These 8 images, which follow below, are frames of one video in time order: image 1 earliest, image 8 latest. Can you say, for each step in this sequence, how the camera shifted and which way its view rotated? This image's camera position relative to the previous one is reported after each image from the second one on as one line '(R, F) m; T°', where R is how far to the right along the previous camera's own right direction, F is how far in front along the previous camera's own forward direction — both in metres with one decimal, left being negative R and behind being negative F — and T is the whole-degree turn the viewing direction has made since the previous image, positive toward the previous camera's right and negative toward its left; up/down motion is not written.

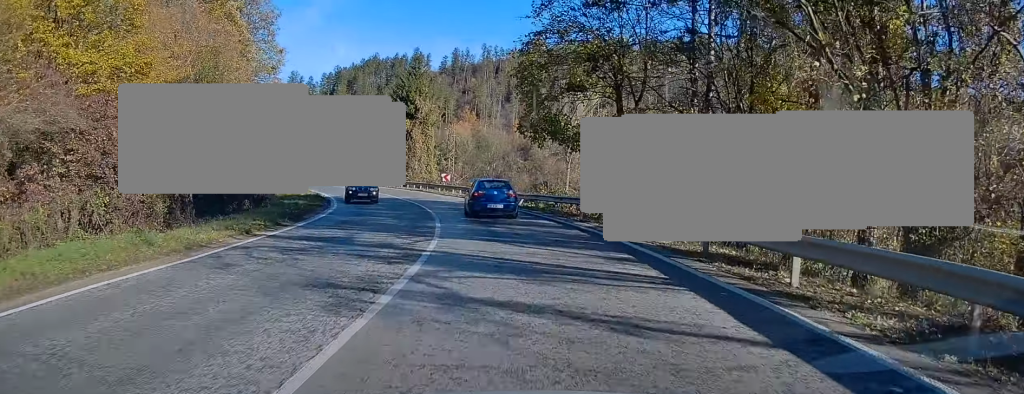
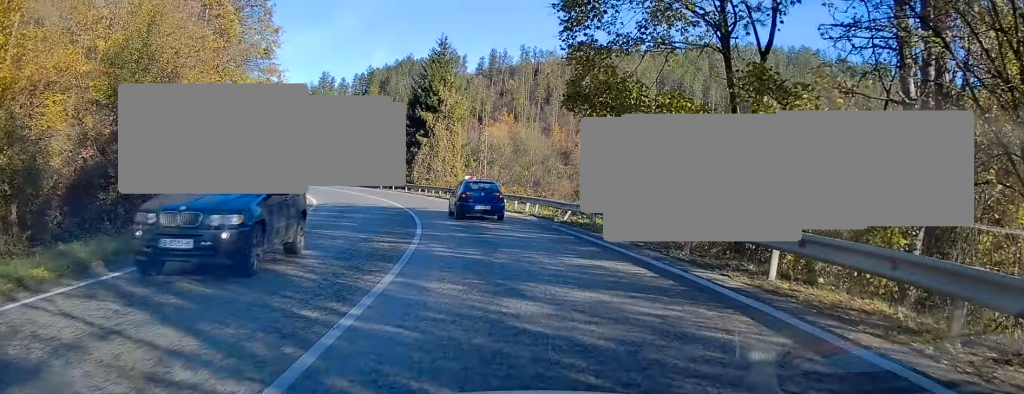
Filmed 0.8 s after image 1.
(-0.4, +11.2) m; -4°
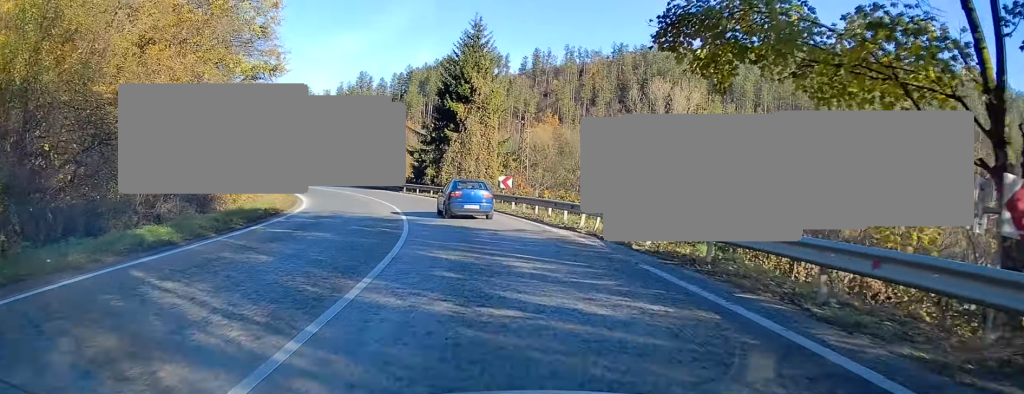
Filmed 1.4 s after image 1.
(-0.3, +9.3) m; -4°
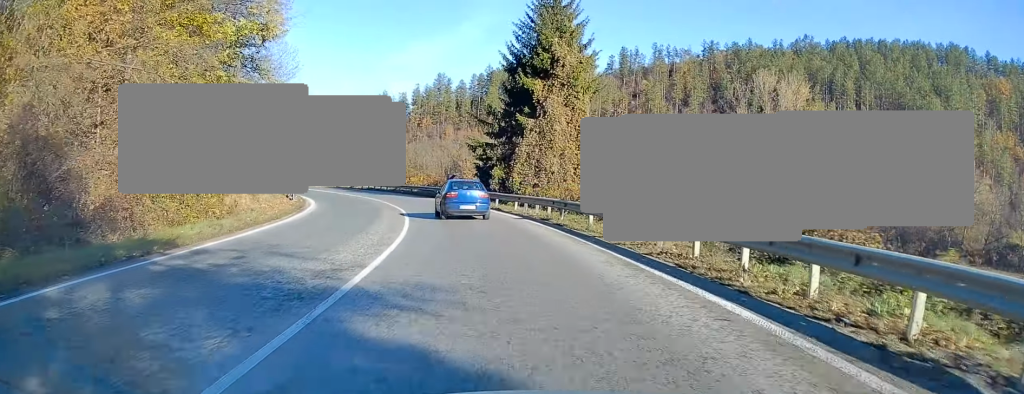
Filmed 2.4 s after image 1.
(-0.6, +14.5) m; -6°
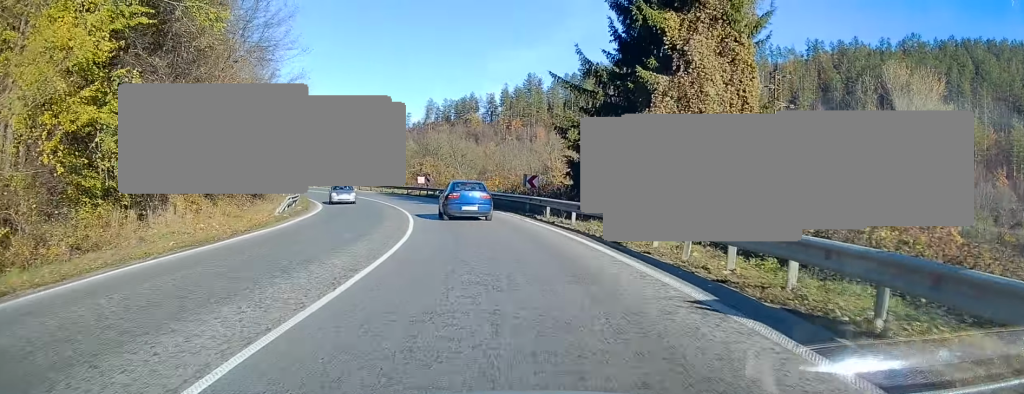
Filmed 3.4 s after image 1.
(-1.1, +16.4) m; -8°
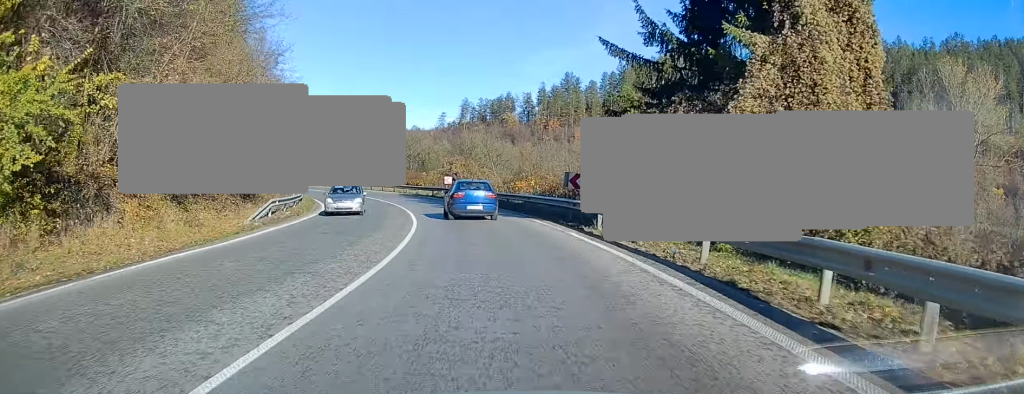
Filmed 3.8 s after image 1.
(-0.2, +6.3) m; -4°
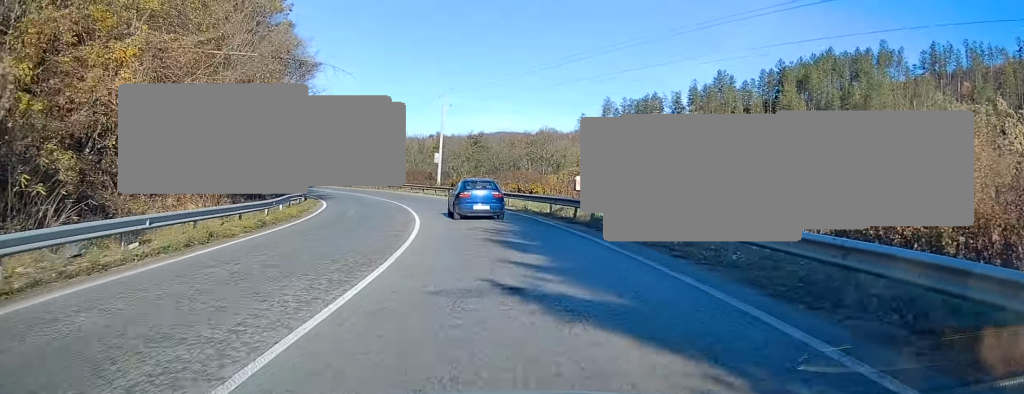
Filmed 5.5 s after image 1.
(-3.4, +26.0) m; -14°
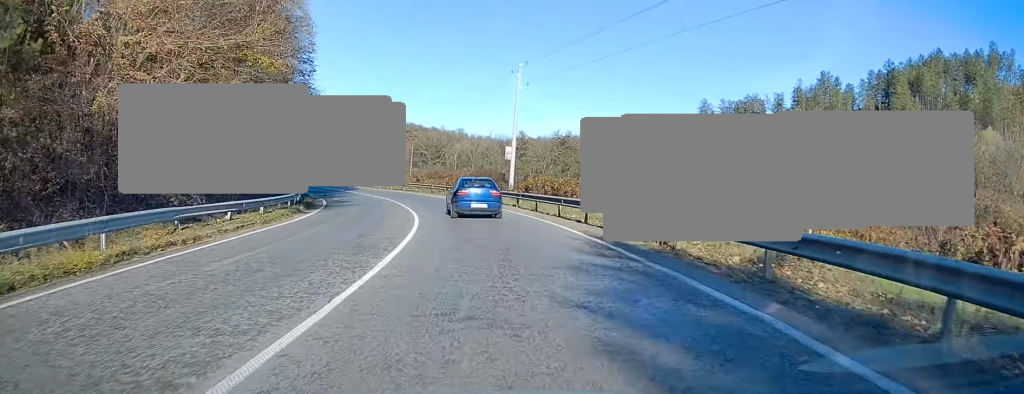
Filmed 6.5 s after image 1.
(-1.2, +17.1) m; -7°
